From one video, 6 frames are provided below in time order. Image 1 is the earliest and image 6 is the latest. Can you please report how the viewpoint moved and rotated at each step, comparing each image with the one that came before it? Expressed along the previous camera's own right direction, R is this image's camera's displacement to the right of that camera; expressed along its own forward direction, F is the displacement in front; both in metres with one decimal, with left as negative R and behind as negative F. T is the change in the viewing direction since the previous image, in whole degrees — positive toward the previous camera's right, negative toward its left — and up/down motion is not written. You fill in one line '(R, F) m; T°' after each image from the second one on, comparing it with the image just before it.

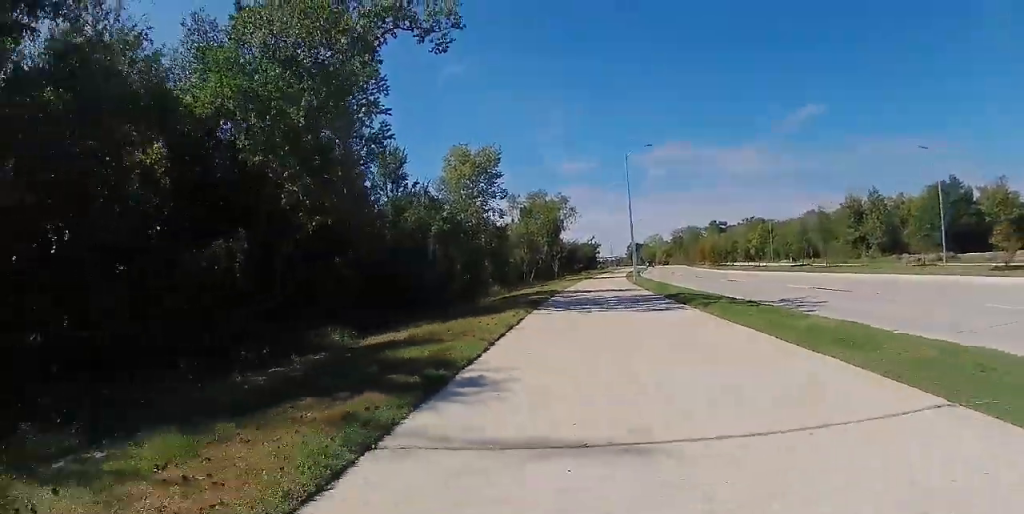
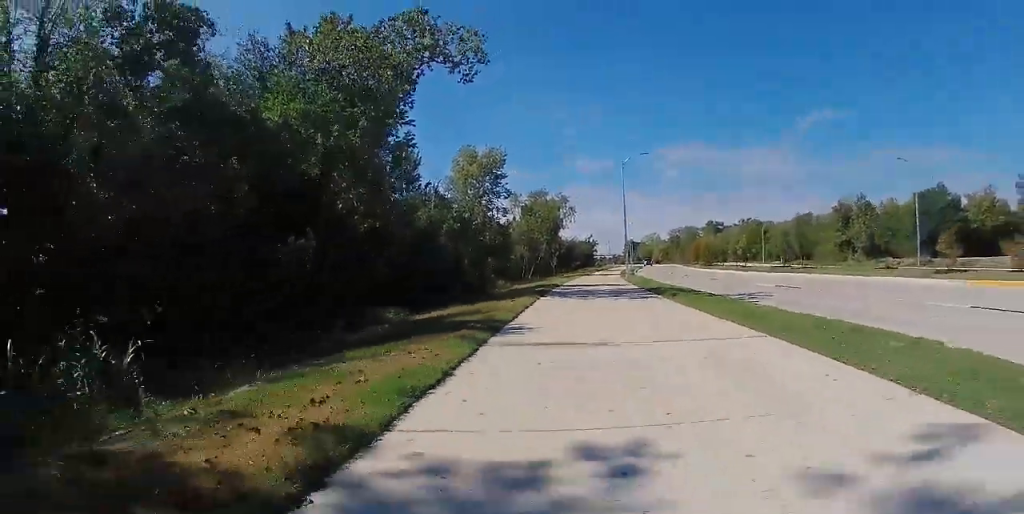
(0.0, +3.5) m; 0°
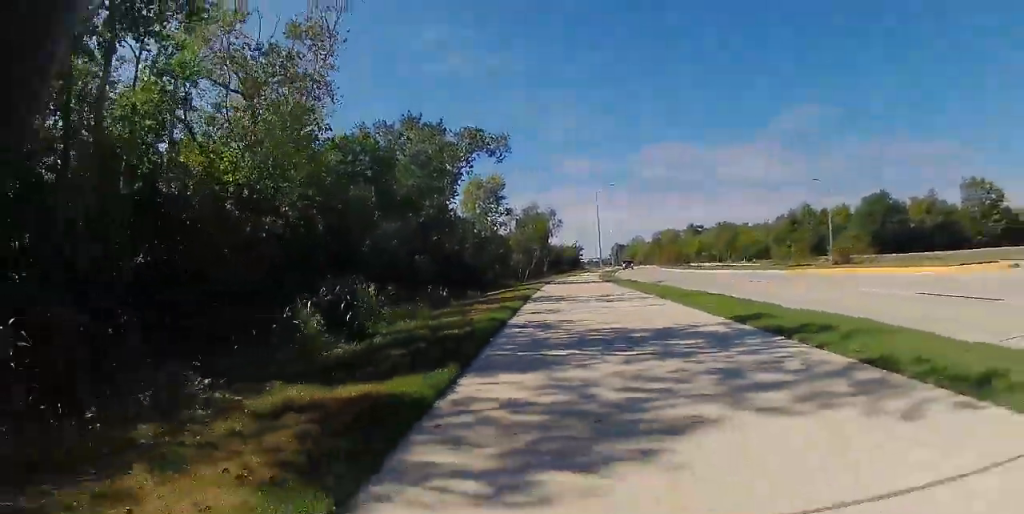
(0.0, +14.0) m; 0°
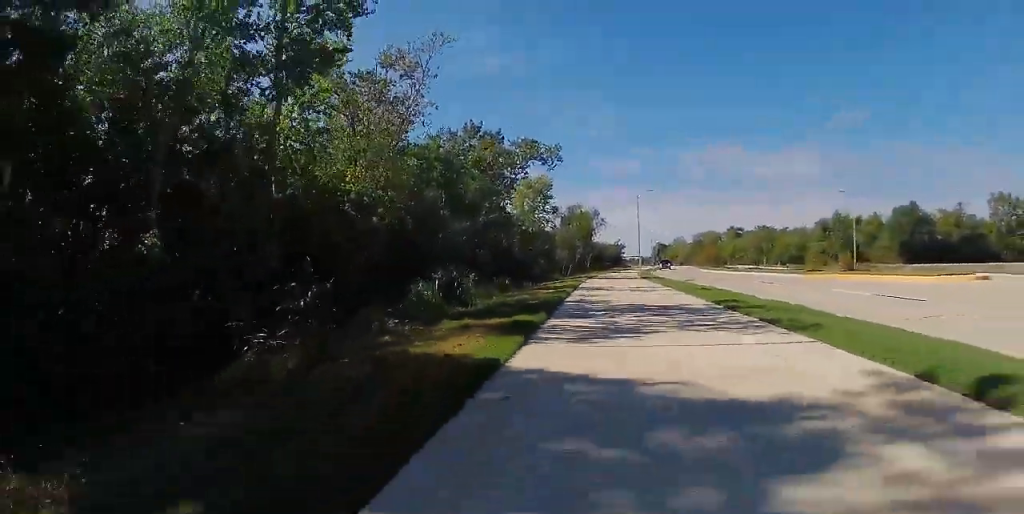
(0.0, +4.1) m; 0°
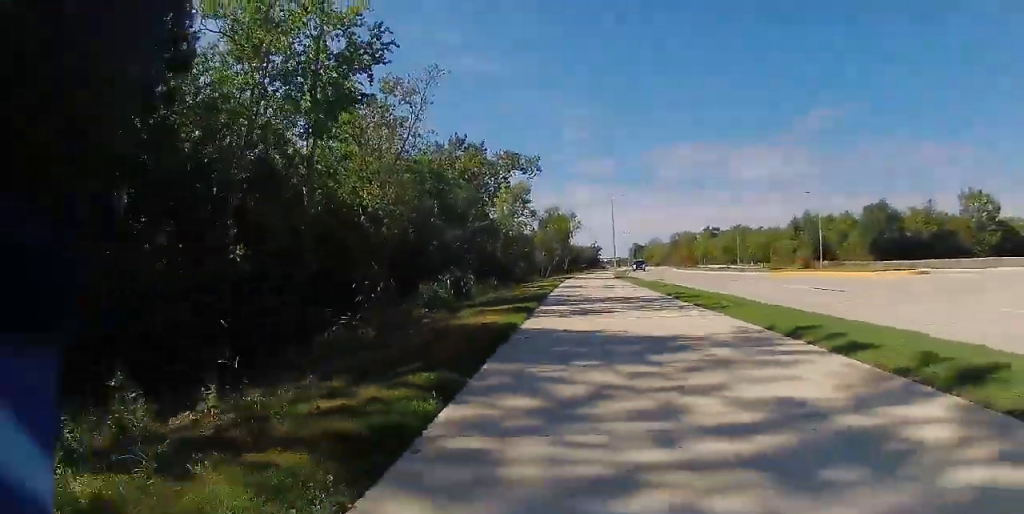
(0.0, +3.2) m; 0°
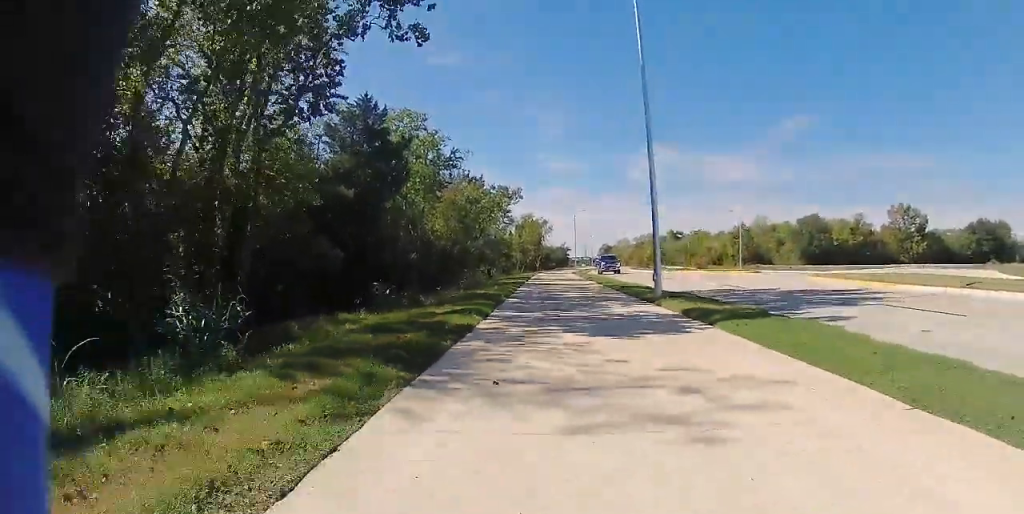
(0.0, +17.1) m; 0°
